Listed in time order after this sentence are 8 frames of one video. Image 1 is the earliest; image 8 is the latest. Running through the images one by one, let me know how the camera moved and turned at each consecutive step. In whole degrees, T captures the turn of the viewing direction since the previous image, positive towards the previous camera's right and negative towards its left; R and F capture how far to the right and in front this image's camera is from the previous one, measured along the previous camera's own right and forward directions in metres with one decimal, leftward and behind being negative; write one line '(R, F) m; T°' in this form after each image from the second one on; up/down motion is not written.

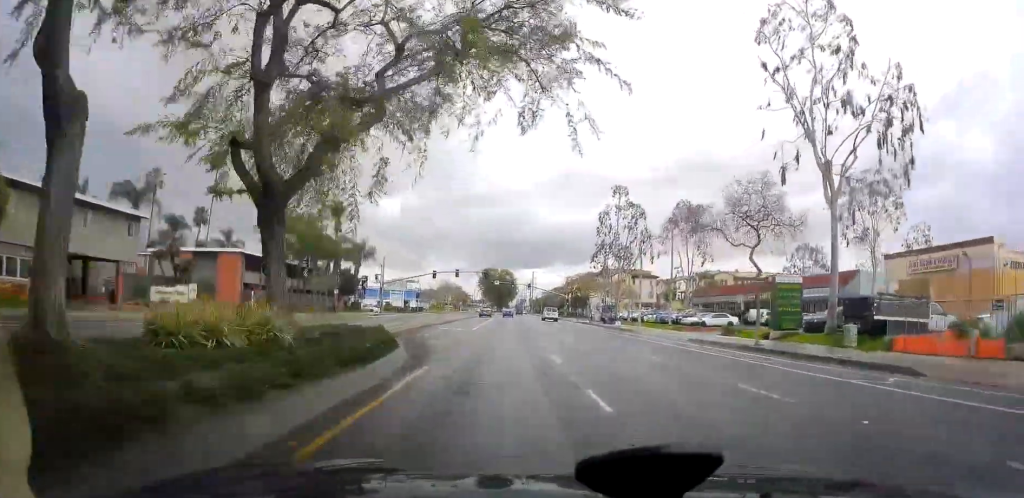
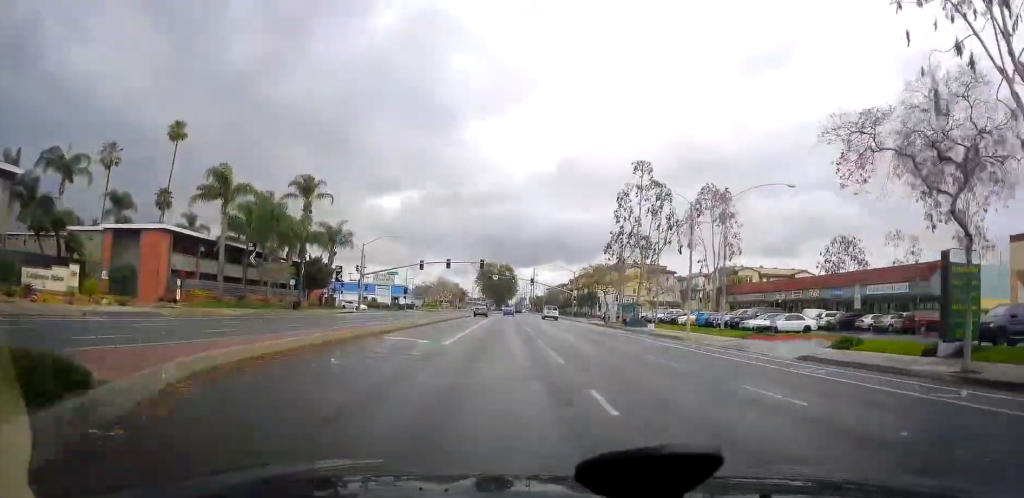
(+0.5, +14.8) m; +2°
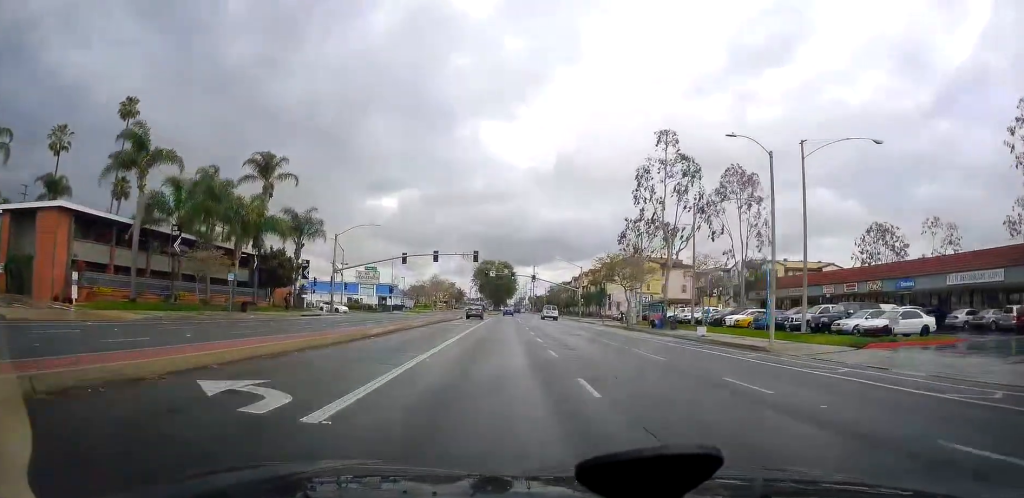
(+0.2, +13.0) m; +1°
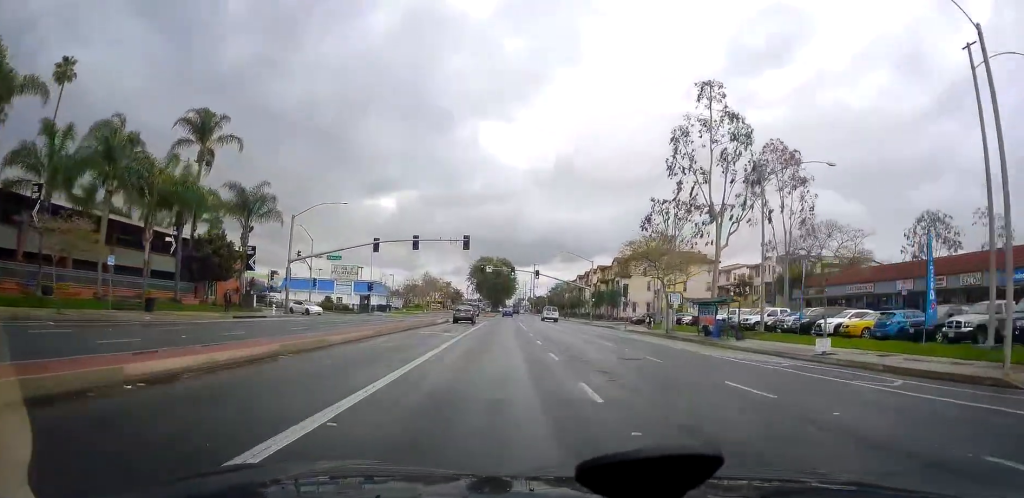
(0.0, +14.8) m; 0°
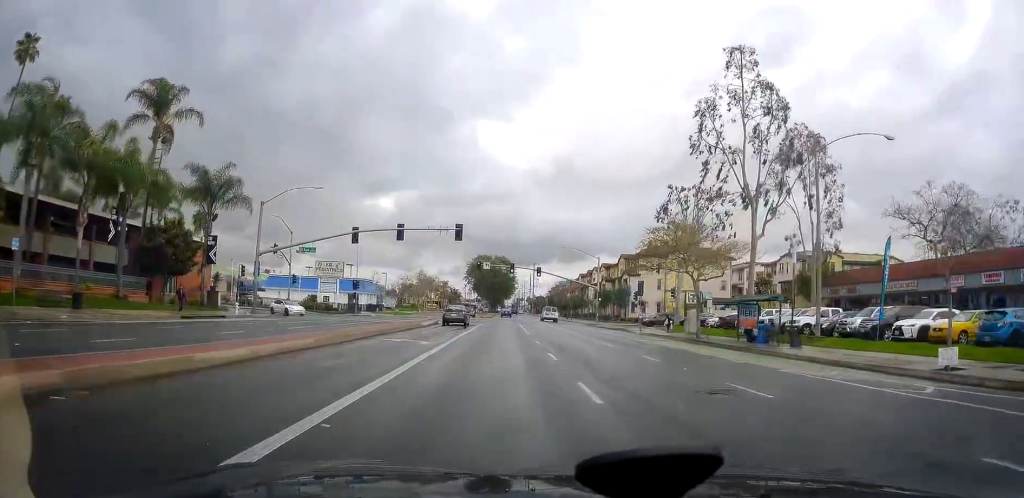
(0.0, +7.4) m; 0°
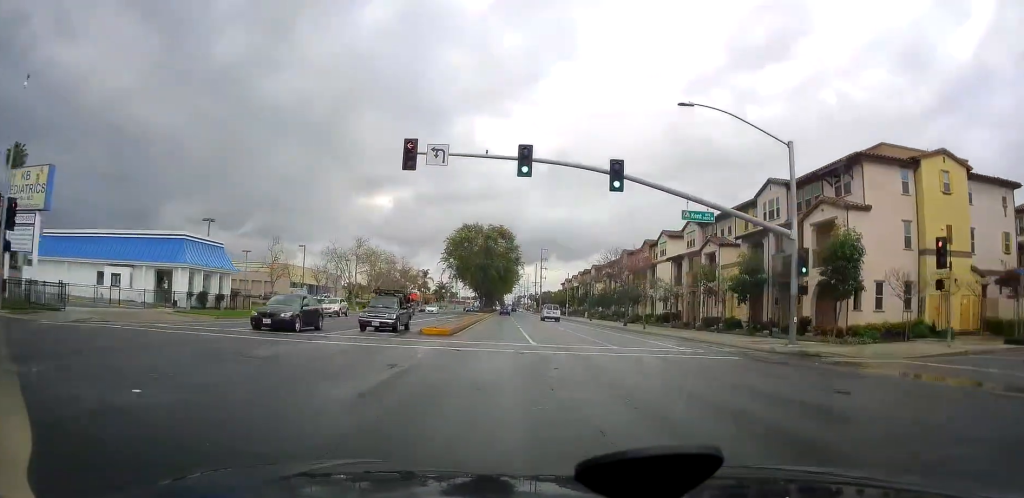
(-0.9, +58.7) m; 0°
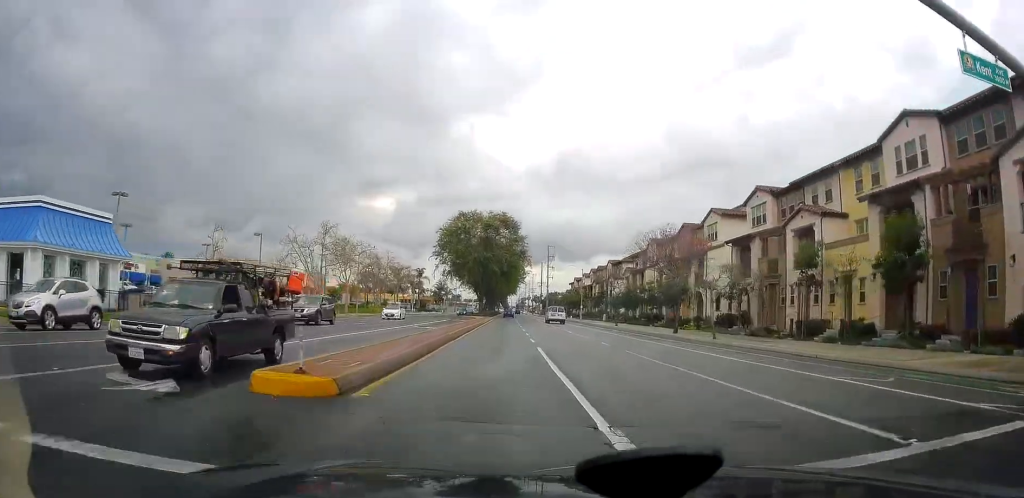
(0.0, +17.0) m; 0°
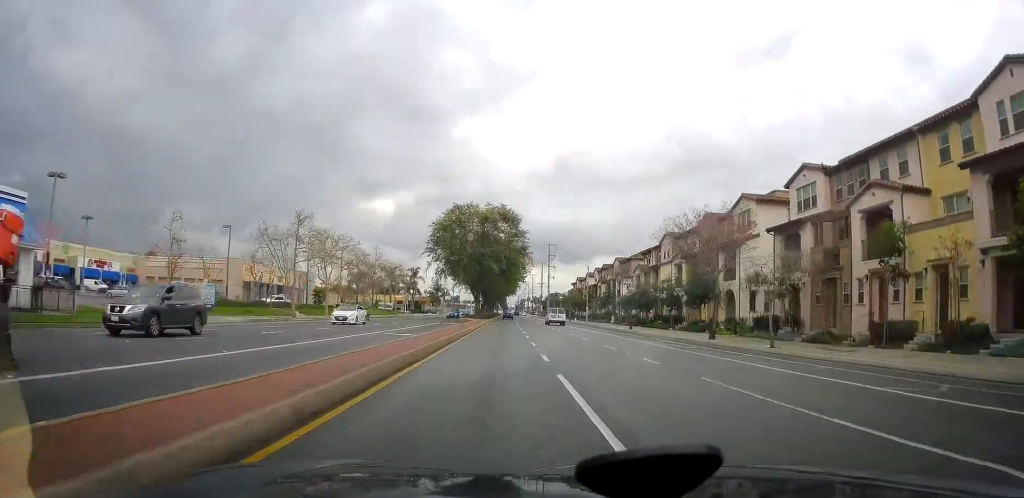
(0.0, +8.3) m; 0°
